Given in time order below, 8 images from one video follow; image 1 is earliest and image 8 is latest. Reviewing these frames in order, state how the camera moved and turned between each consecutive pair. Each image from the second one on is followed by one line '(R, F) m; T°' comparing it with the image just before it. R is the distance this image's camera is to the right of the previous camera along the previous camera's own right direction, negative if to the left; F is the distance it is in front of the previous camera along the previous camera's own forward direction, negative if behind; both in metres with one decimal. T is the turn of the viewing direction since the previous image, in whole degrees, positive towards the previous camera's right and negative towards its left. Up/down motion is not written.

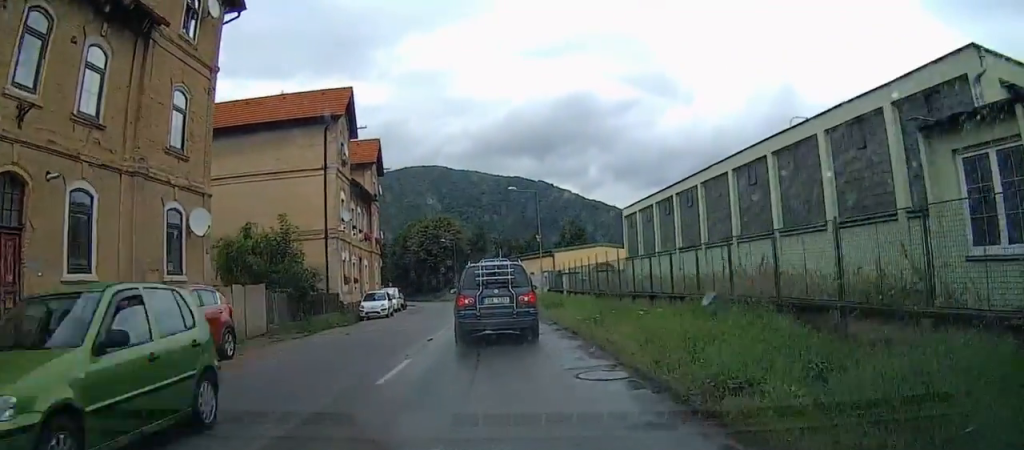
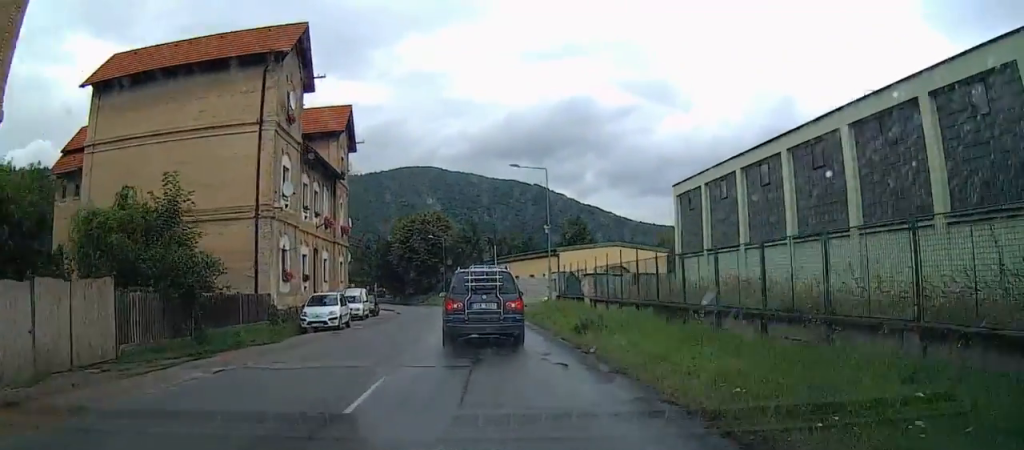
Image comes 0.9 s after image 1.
(-0.8, +11.1) m; 0°
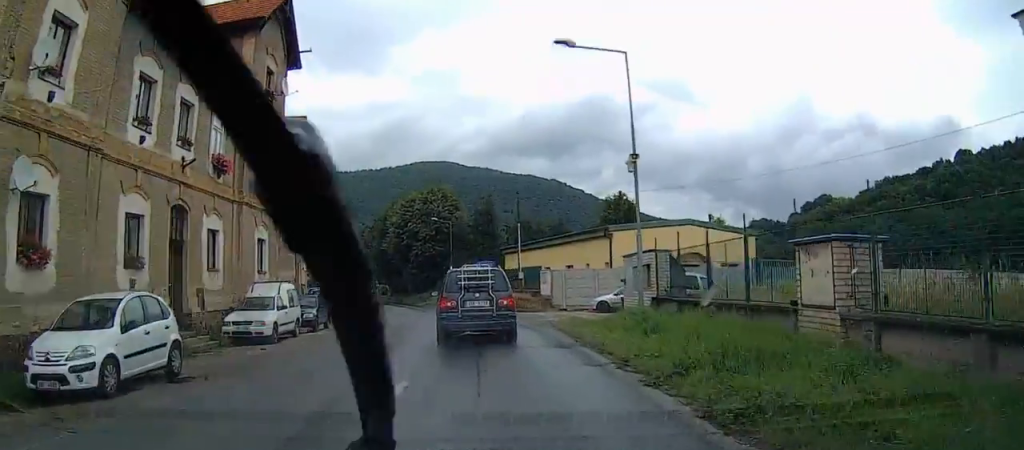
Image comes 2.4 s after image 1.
(+1.5, +18.3) m; +7°
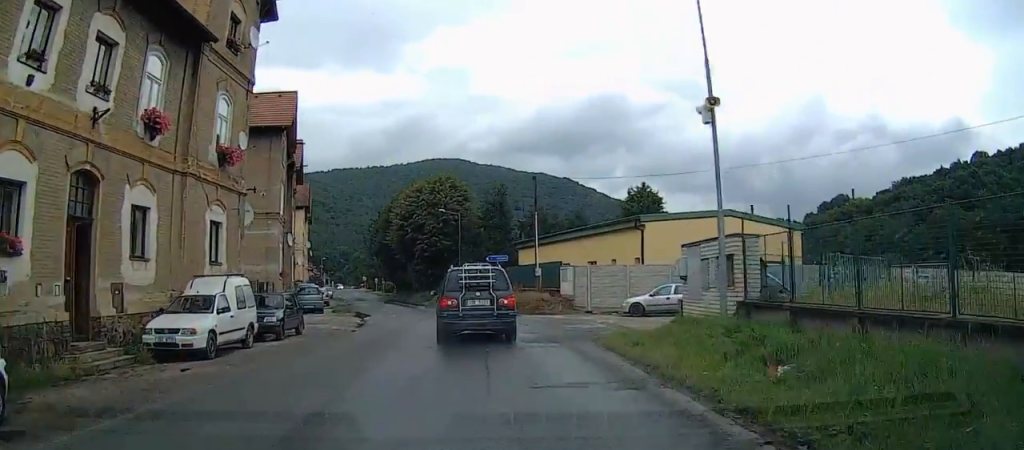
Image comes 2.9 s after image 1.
(0.0, +5.8) m; -1°
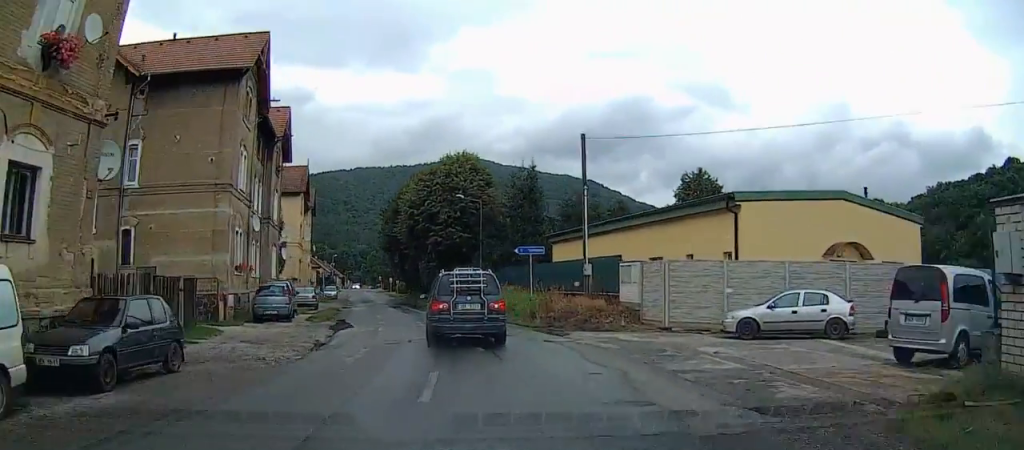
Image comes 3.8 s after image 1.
(-0.2, +10.4) m; -4°
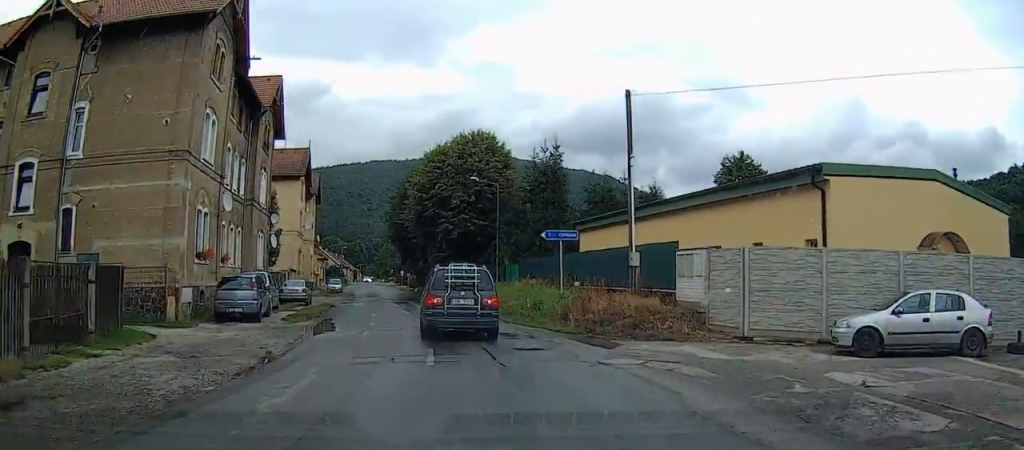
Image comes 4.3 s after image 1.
(0.0, +6.1) m; -3°
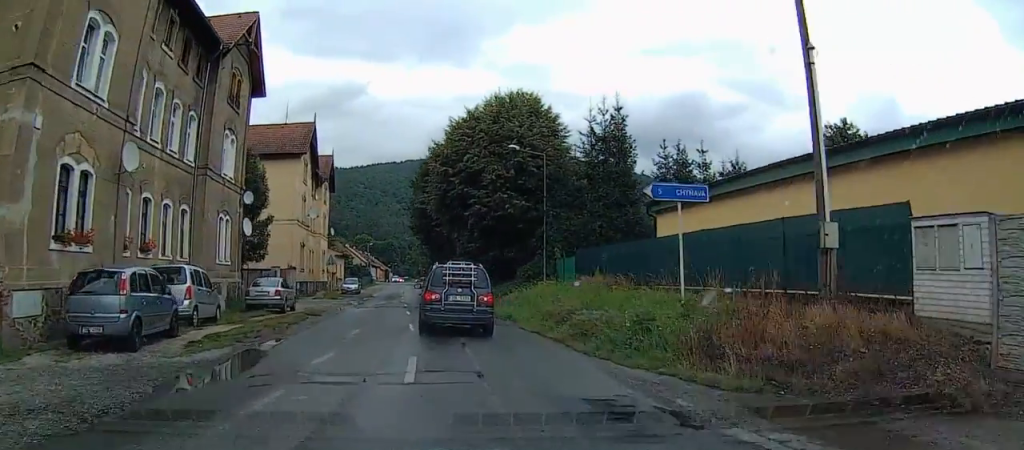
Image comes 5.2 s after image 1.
(-0.8, +10.8) m; -3°
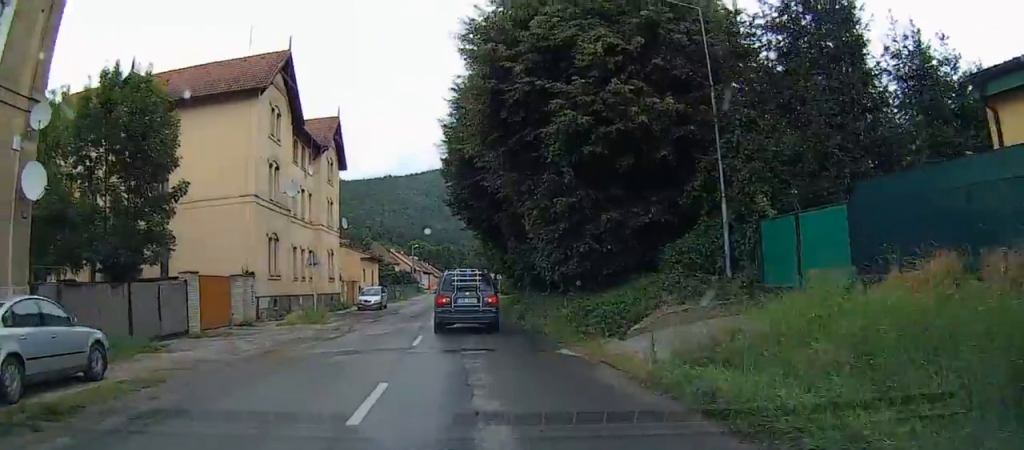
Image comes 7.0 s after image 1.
(+0.4, +20.5) m; -4°
